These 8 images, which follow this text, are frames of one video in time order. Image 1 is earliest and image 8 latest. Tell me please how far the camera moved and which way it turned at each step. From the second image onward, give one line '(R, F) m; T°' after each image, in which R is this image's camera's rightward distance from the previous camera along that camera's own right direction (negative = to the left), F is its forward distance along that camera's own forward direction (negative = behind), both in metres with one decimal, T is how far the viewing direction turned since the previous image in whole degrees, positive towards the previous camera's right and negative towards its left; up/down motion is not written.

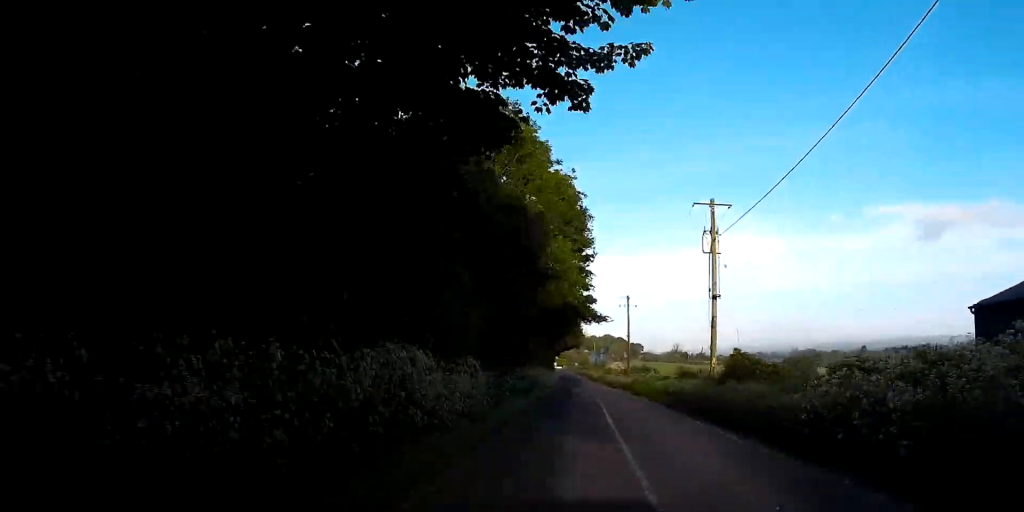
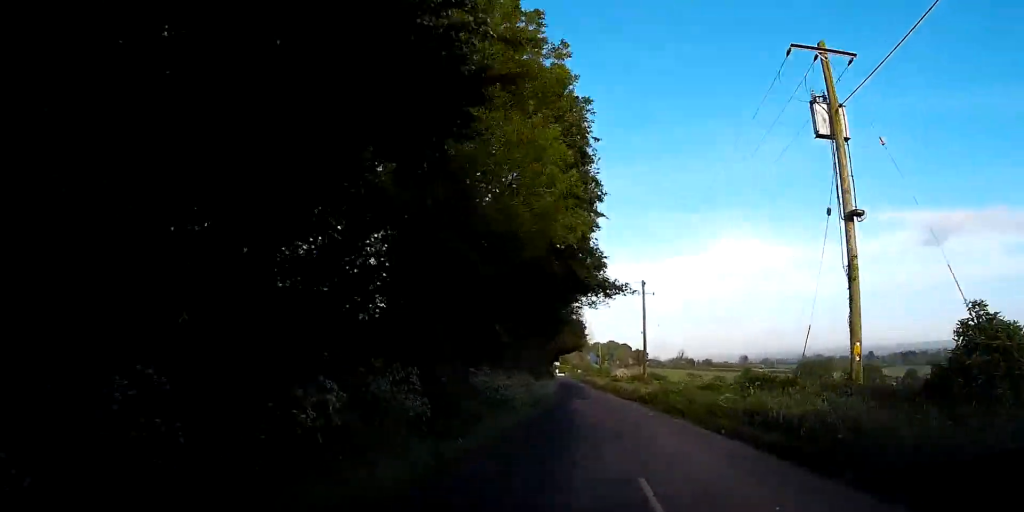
(+0.4, +15.2) m; -1°
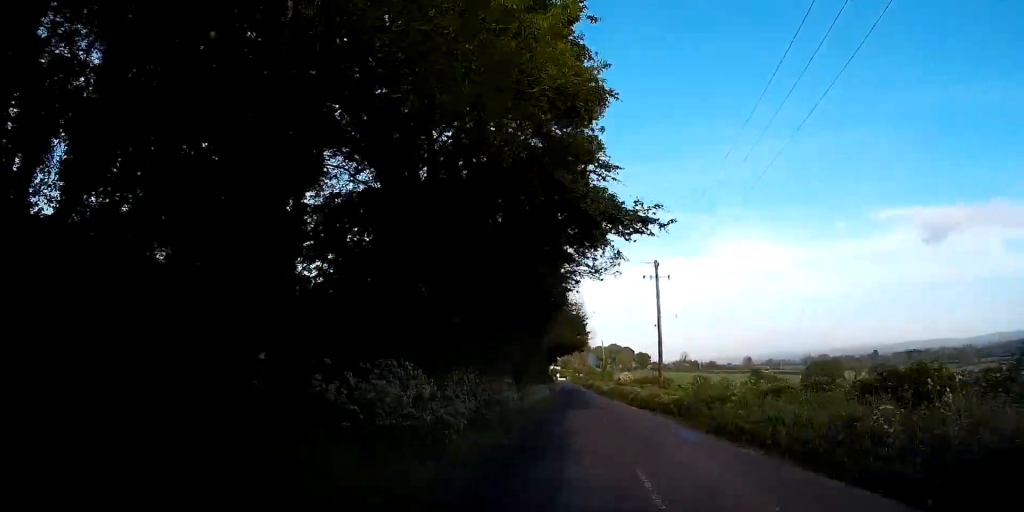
(-0.3, +10.2) m; -1°
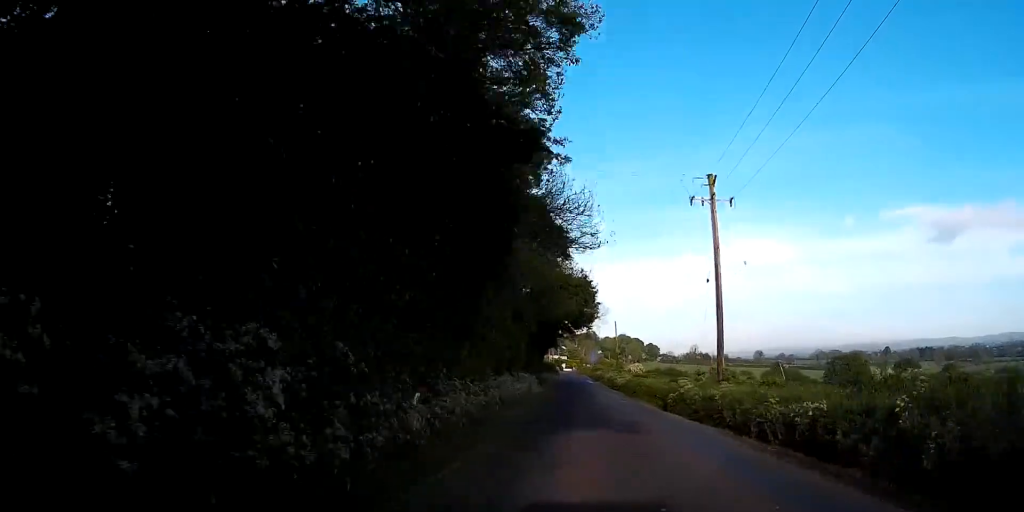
(-0.3, +17.9) m; -2°
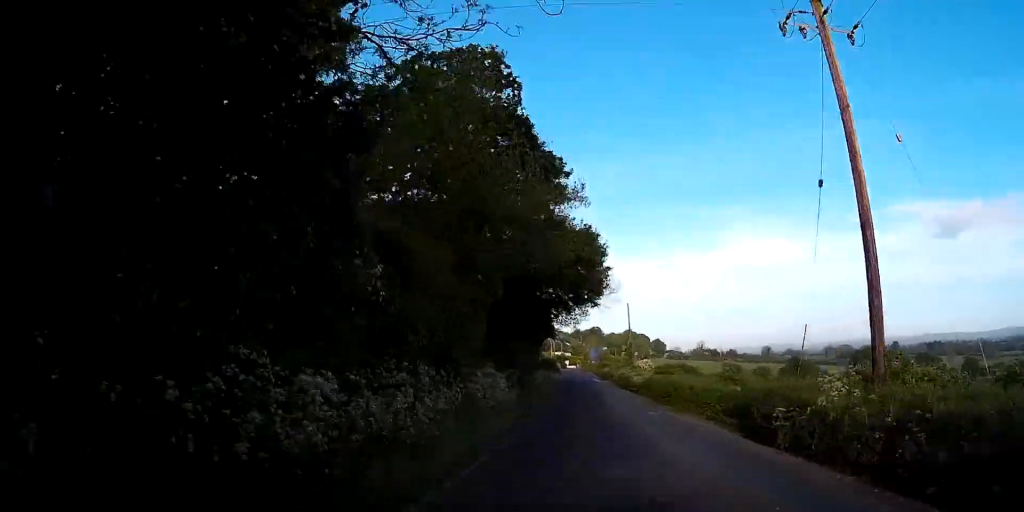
(-0.2, +14.5) m; 0°
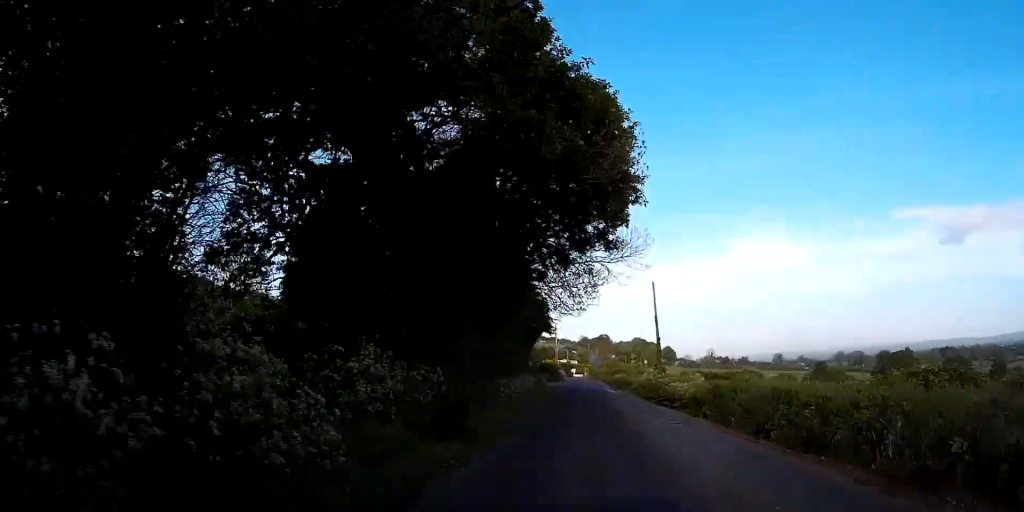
(0.0, +16.2) m; 0°
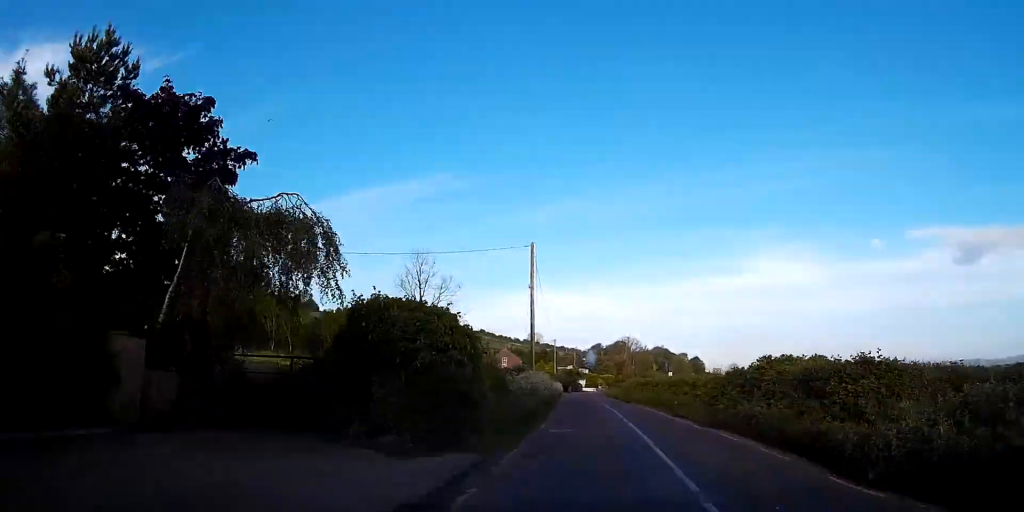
(-1.3, +65.4) m; -1°
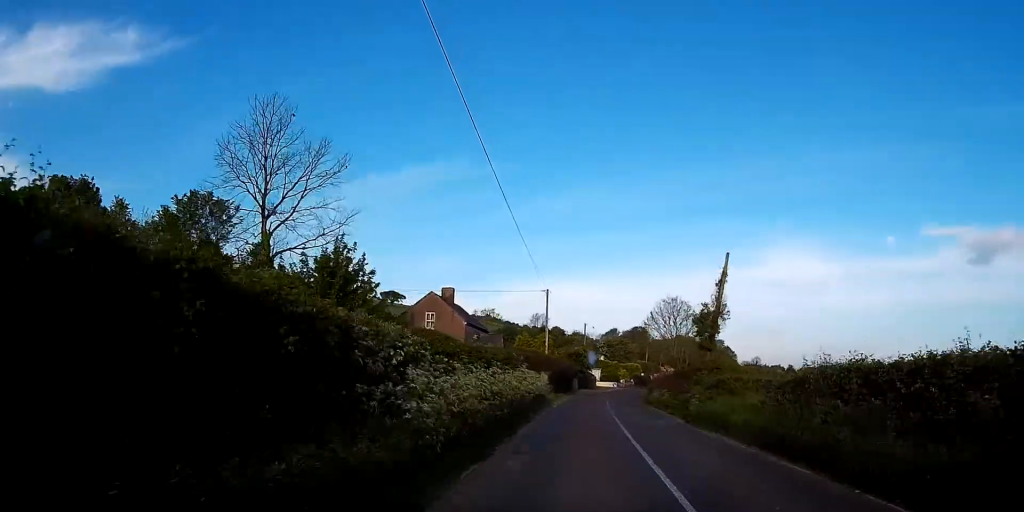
(0.0, +48.5) m; +2°
